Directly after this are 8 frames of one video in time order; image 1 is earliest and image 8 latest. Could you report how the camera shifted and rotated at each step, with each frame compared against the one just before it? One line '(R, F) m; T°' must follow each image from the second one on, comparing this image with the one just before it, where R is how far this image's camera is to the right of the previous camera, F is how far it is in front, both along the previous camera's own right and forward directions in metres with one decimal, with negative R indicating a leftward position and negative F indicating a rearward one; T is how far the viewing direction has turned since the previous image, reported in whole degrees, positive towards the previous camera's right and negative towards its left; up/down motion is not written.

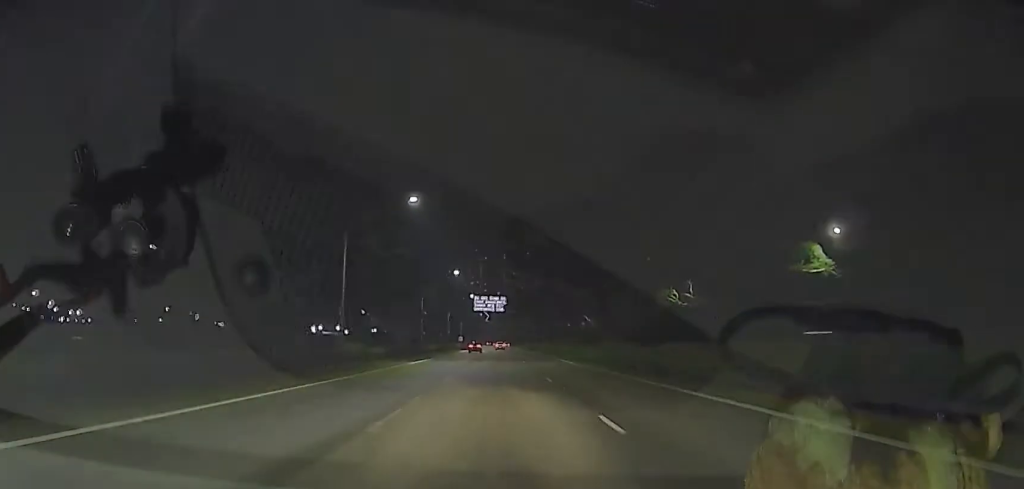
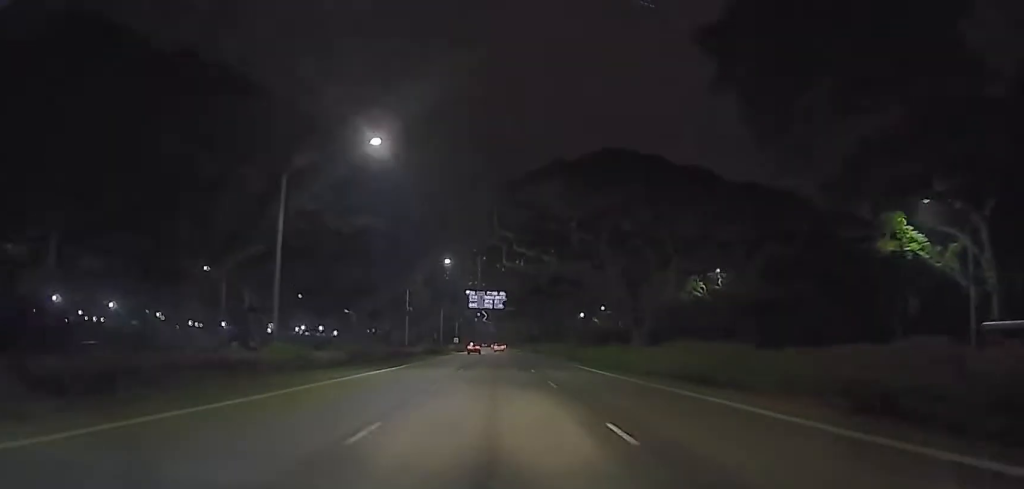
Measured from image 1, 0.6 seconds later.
(-0.5, +14.1) m; -1°
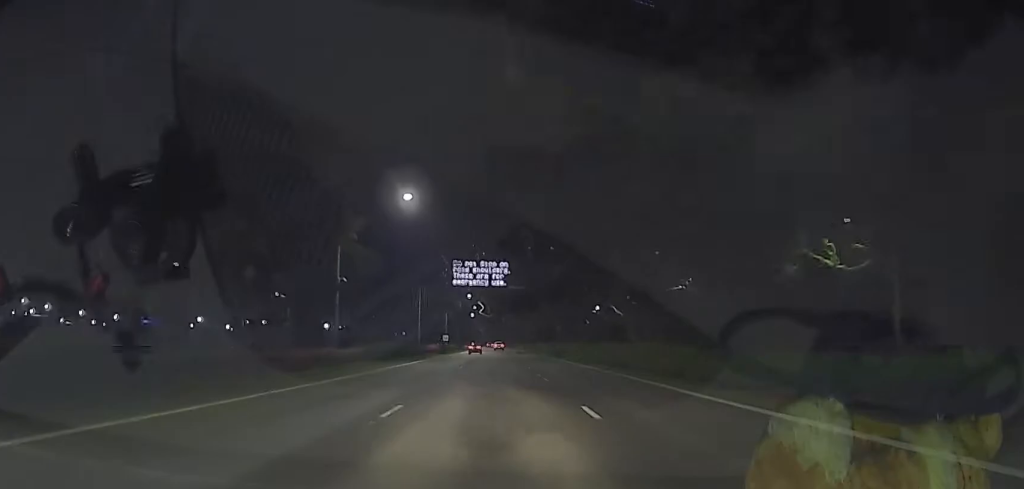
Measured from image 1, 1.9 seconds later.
(+0.2, +31.7) m; +3°
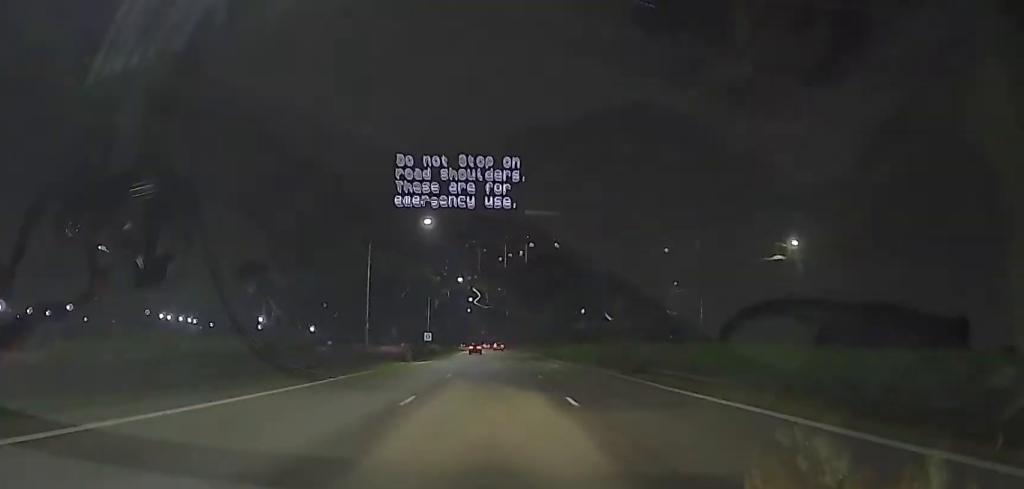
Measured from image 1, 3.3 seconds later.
(+0.6, +33.2) m; +1°
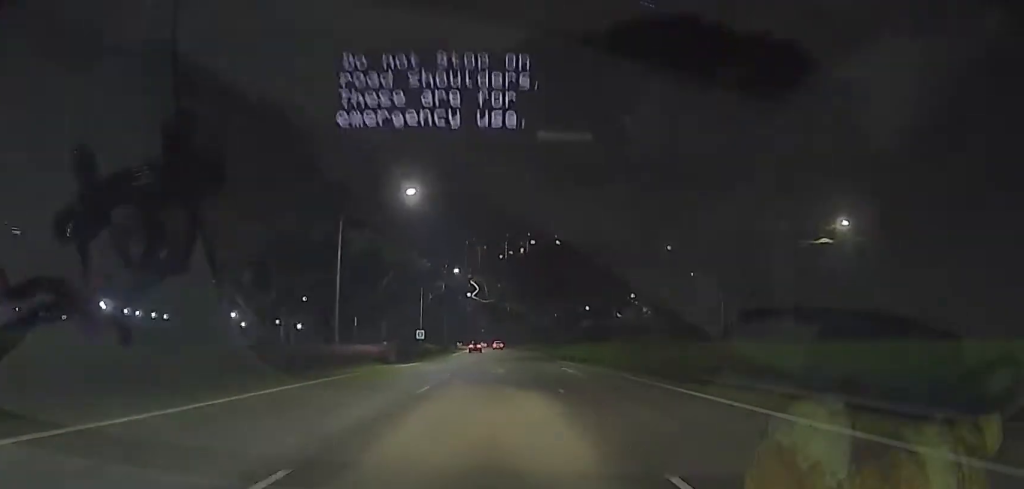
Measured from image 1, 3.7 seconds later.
(0.0, +9.6) m; 0°
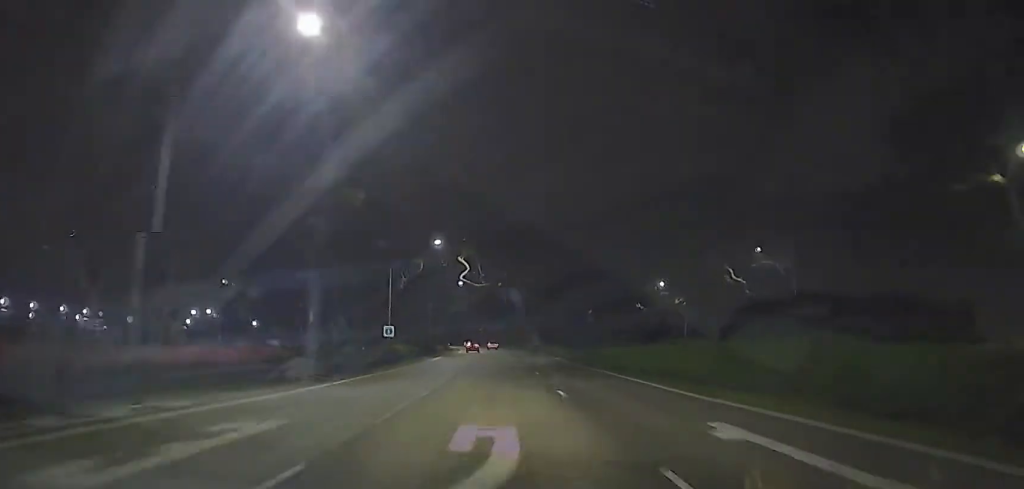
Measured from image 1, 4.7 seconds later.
(0.0, +23.2) m; 0°
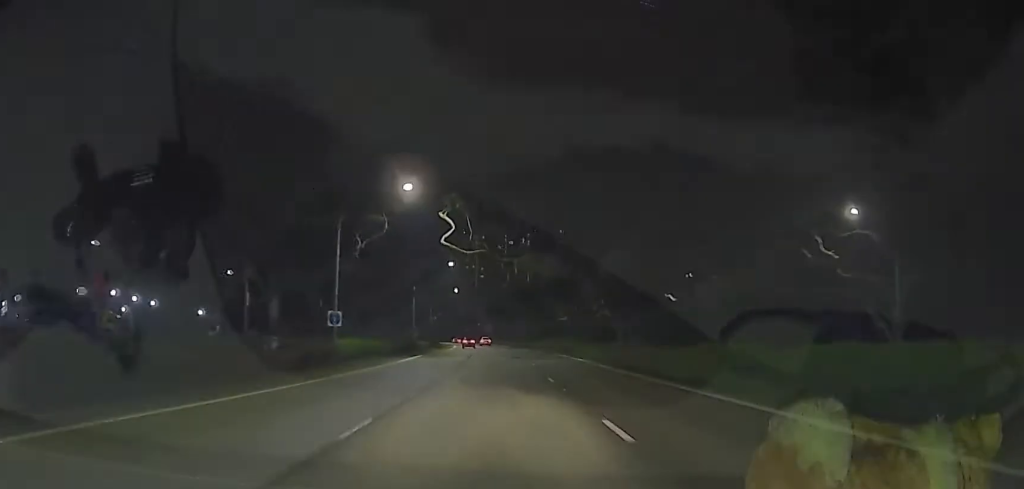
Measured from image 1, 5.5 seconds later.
(-0.1, +20.8) m; -1°
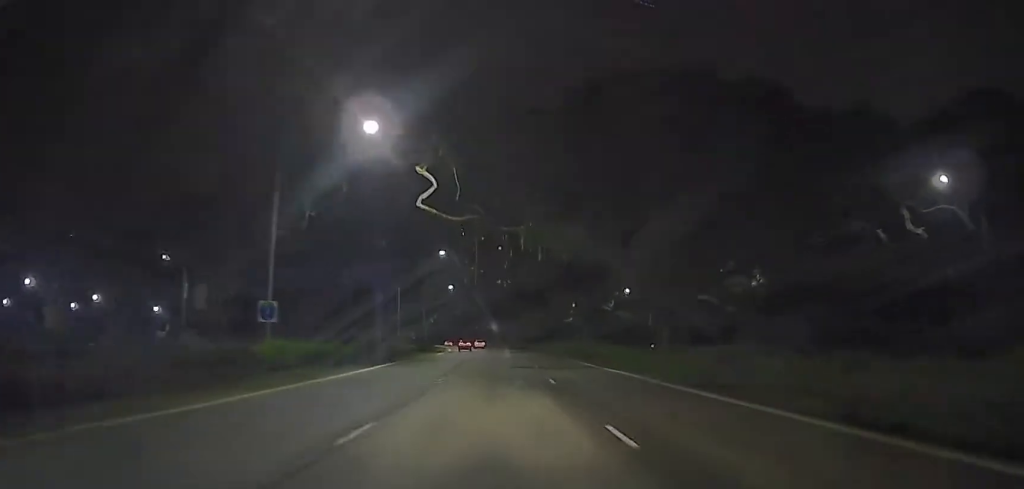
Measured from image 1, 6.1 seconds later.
(-0.1, +12.4) m; 0°
